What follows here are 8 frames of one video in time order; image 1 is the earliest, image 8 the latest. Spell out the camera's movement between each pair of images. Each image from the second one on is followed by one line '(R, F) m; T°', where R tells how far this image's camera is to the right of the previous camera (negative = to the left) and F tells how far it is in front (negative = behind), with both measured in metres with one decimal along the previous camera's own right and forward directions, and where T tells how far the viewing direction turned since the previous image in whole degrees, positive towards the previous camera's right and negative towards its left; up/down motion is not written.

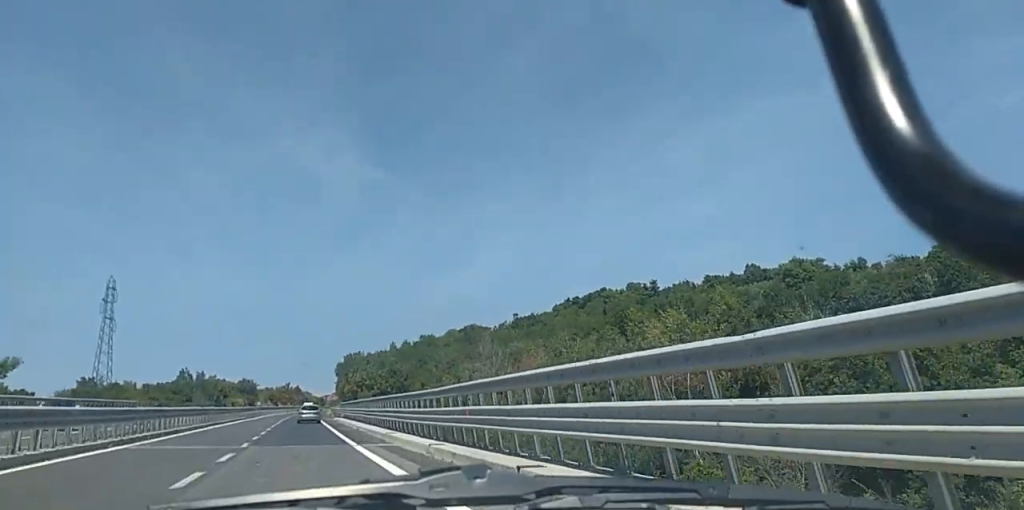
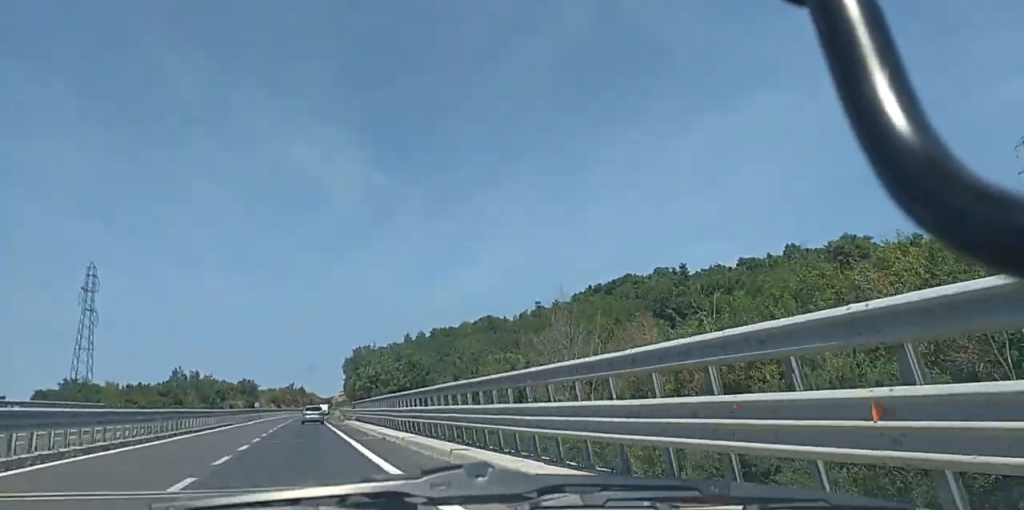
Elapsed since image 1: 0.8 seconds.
(-0.3, +15.8) m; 0°
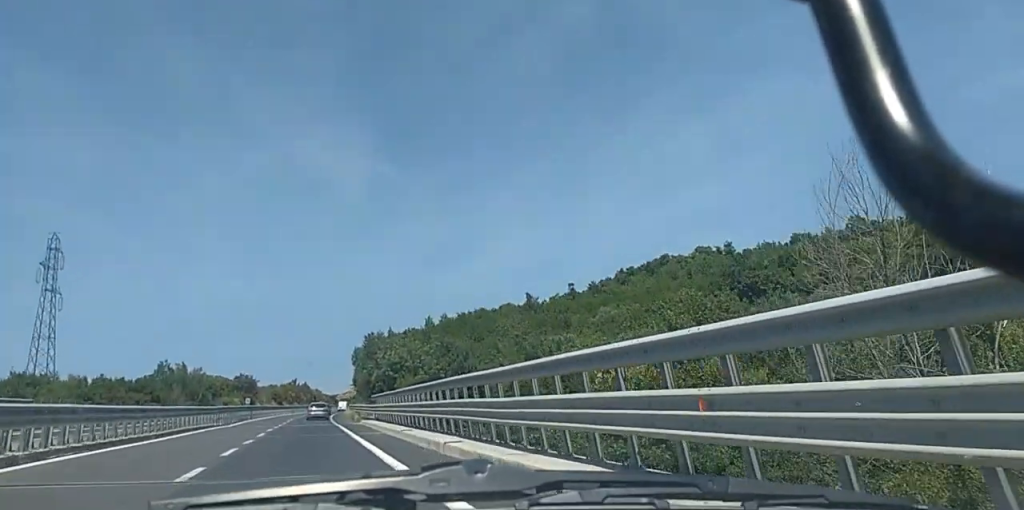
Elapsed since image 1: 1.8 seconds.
(+0.5, +19.3) m; +1°
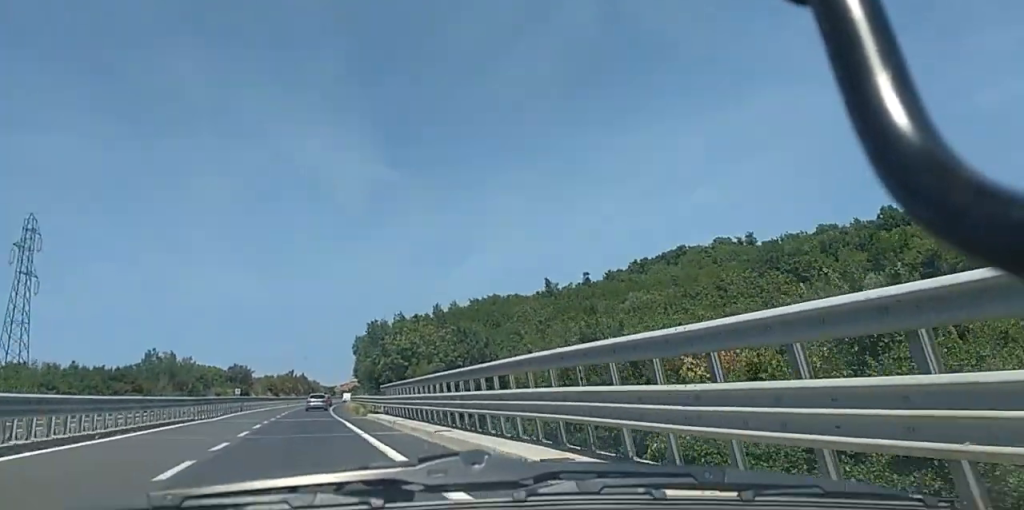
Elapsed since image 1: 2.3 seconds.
(-0.1, +8.7) m; 0°
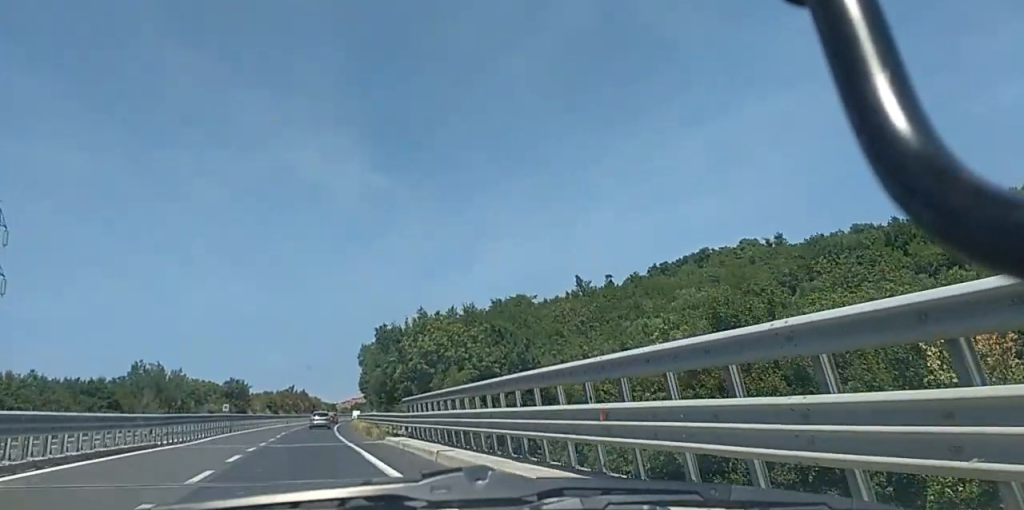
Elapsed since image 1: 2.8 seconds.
(0.0, +10.8) m; 0°
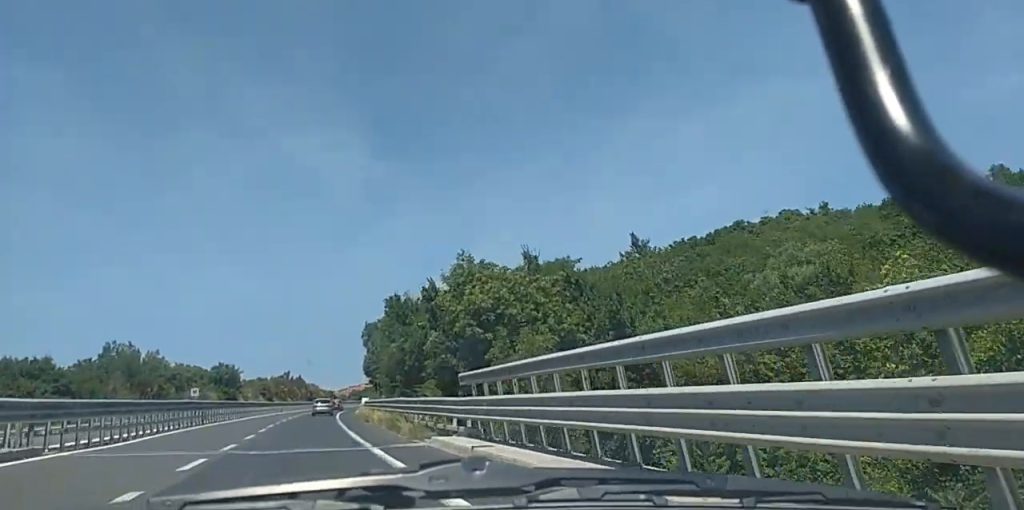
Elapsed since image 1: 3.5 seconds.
(+0.1, +14.2) m; 0°
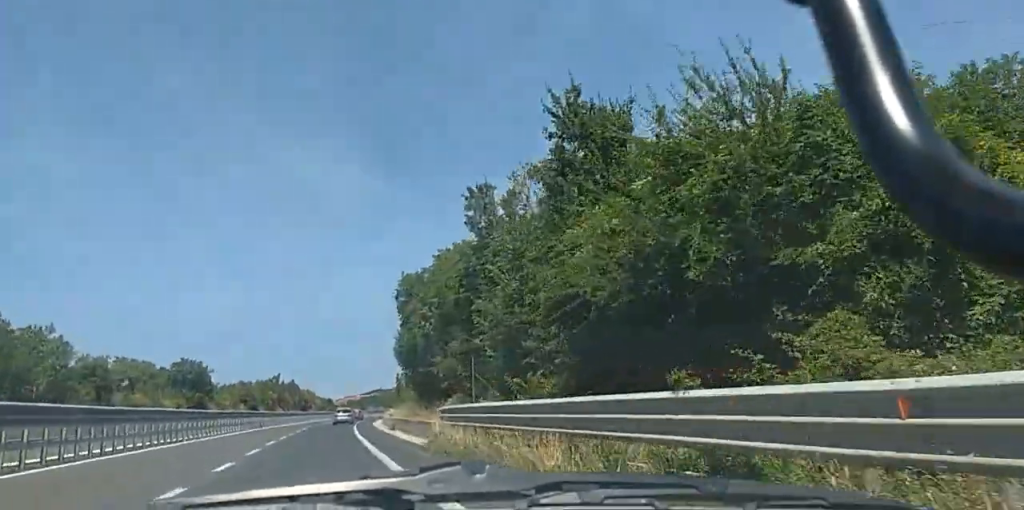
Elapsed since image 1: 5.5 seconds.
(+0.1, +39.7) m; +1°
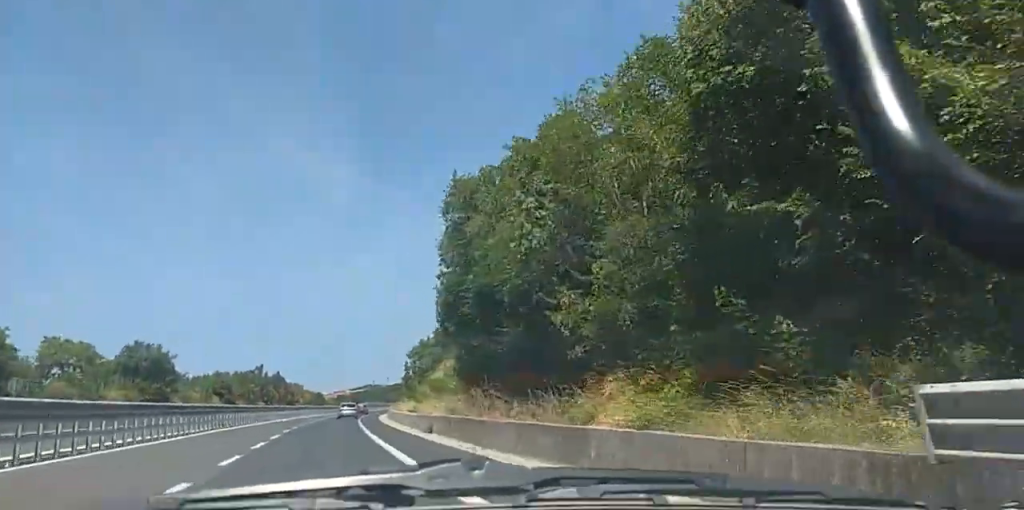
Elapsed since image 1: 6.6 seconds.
(+0.2, +22.3) m; +1°
